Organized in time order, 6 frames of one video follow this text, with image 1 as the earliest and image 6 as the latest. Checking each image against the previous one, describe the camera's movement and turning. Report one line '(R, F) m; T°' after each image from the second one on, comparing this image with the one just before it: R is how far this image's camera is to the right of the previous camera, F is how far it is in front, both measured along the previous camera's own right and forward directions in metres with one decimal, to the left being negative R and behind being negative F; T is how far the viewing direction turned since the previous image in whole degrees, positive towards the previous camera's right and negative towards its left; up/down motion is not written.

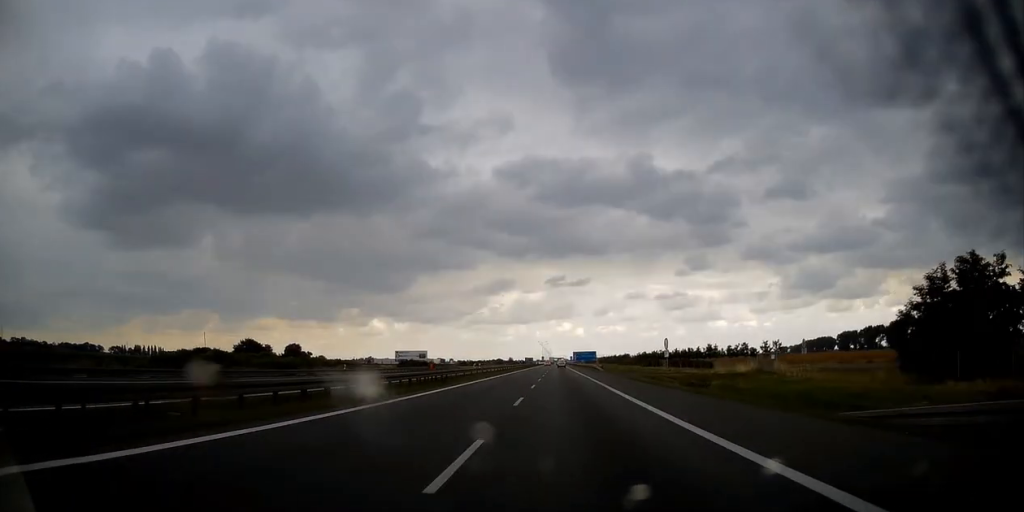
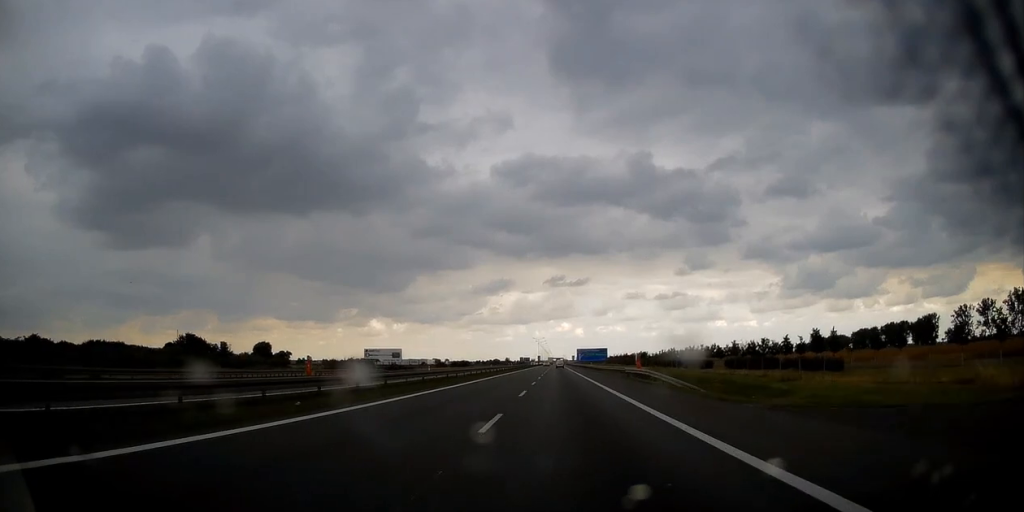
(+0.1, +55.0) m; 0°
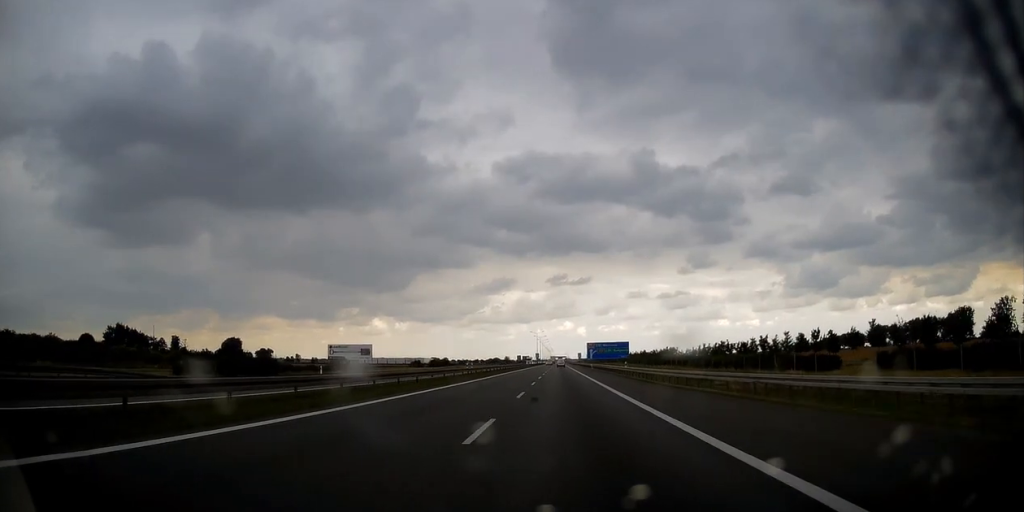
(+0.2, +50.0) m; 0°
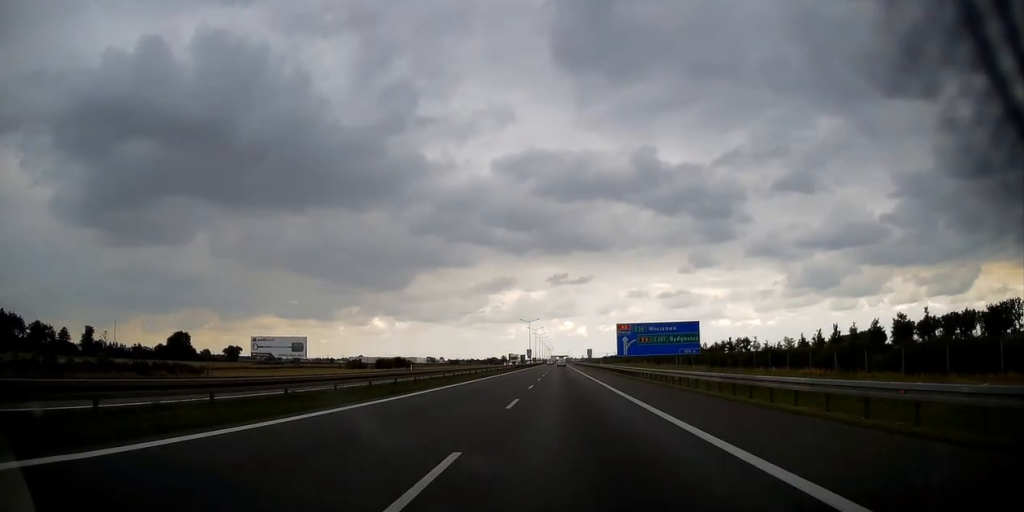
(0.0, +65.5) m; 0°
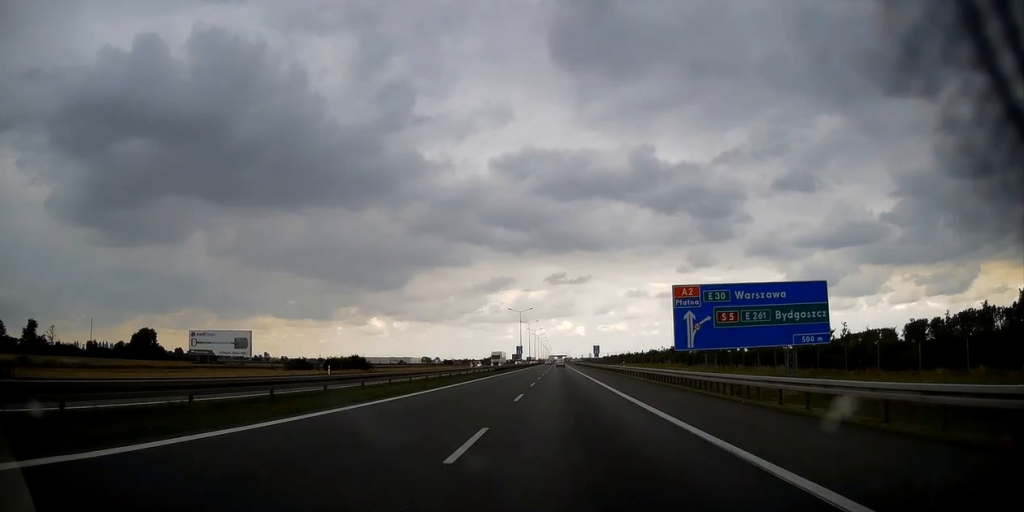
(-0.1, +34.3) m; 0°
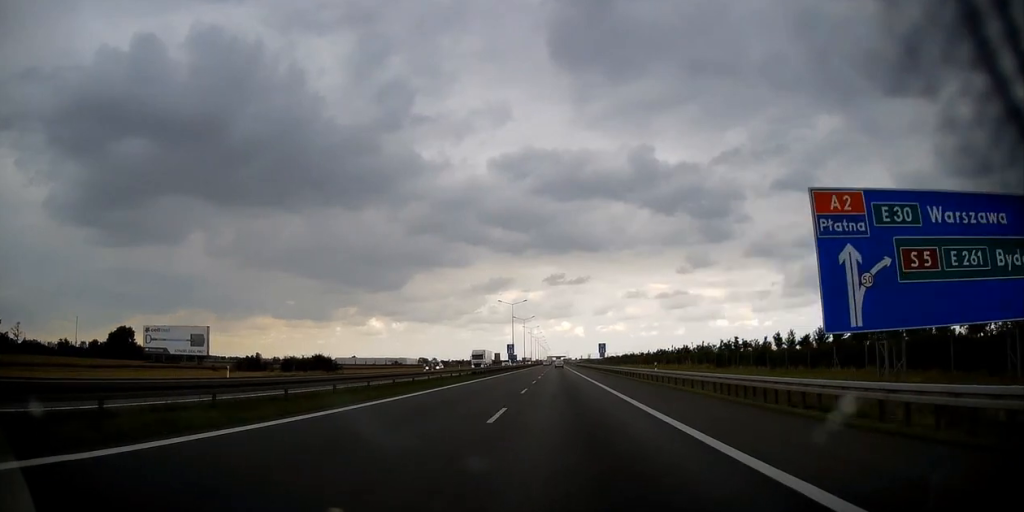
(0.0, +18.0) m; 0°
